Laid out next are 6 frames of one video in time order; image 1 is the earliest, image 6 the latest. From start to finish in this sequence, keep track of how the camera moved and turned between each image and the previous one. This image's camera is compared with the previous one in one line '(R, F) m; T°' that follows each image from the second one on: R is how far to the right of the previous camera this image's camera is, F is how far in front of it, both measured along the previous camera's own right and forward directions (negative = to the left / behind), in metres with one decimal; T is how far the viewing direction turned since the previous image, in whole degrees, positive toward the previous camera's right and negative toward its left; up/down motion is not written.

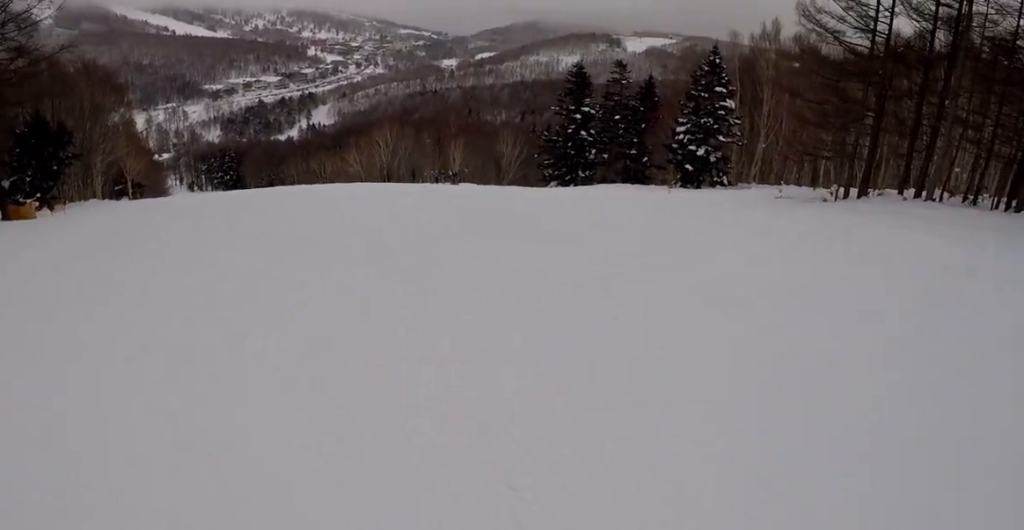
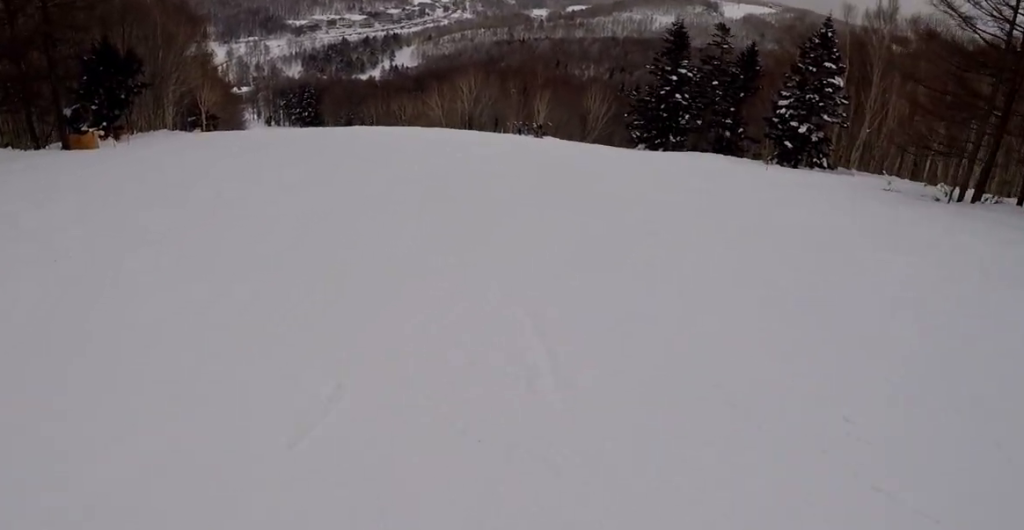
(-0.5, +2.0) m; -2°
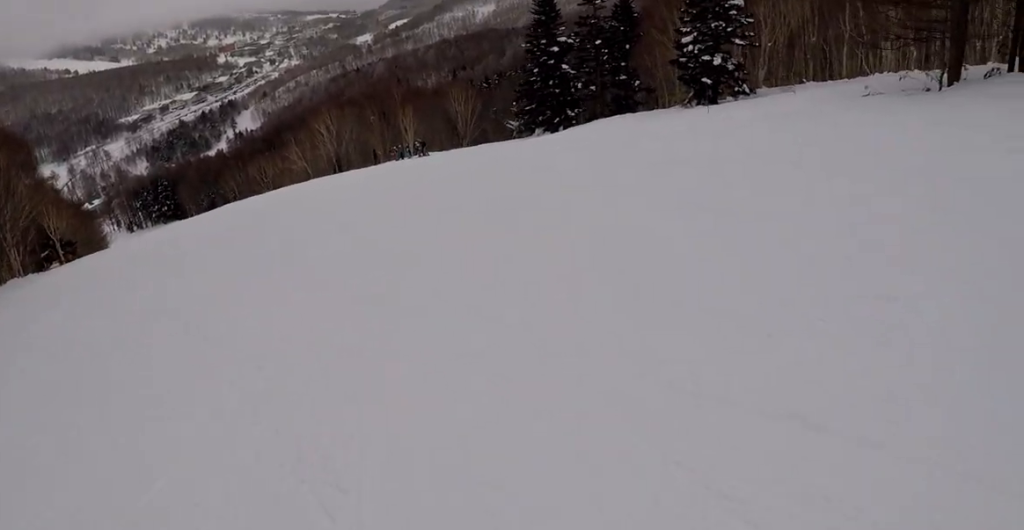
(+1.1, +7.0) m; +31°
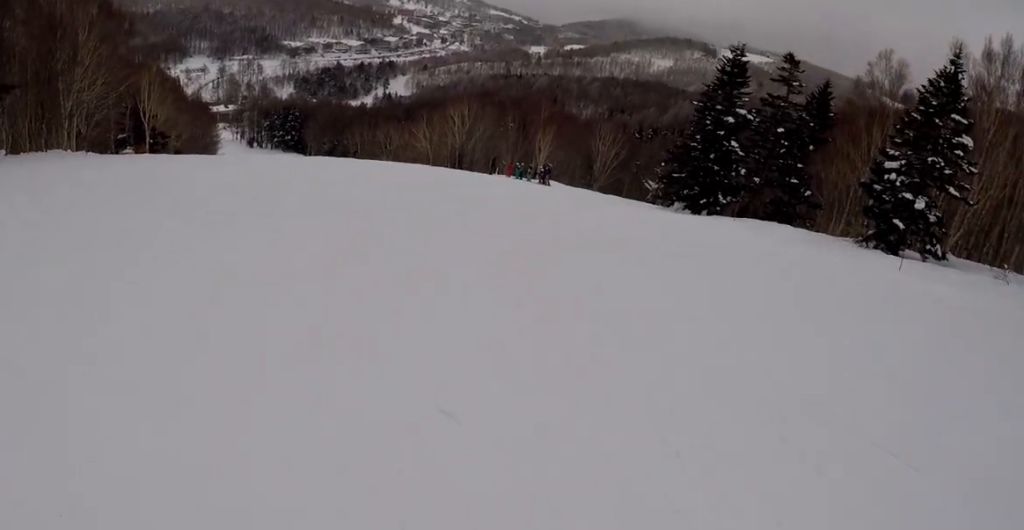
(+0.9, +7.9) m; -22°
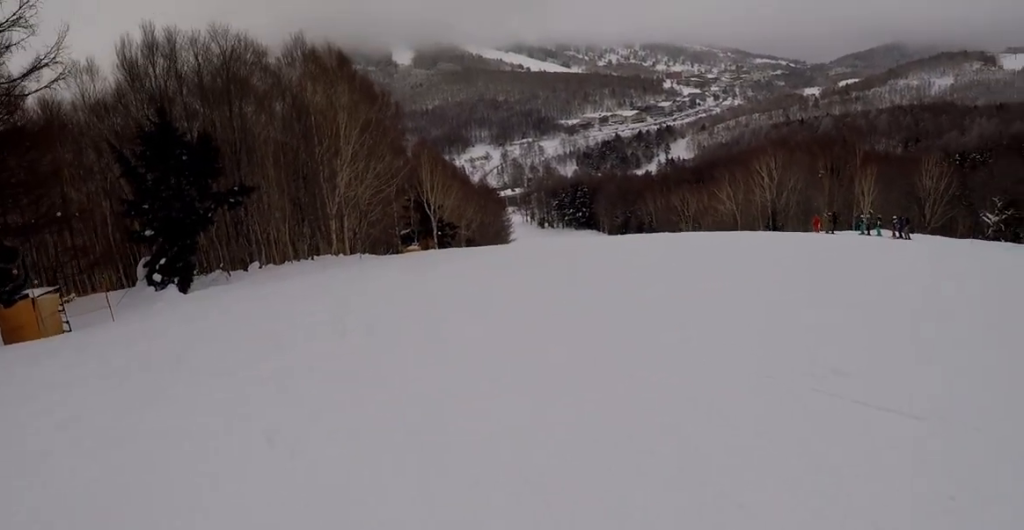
(-1.9, +8.6) m; -13°
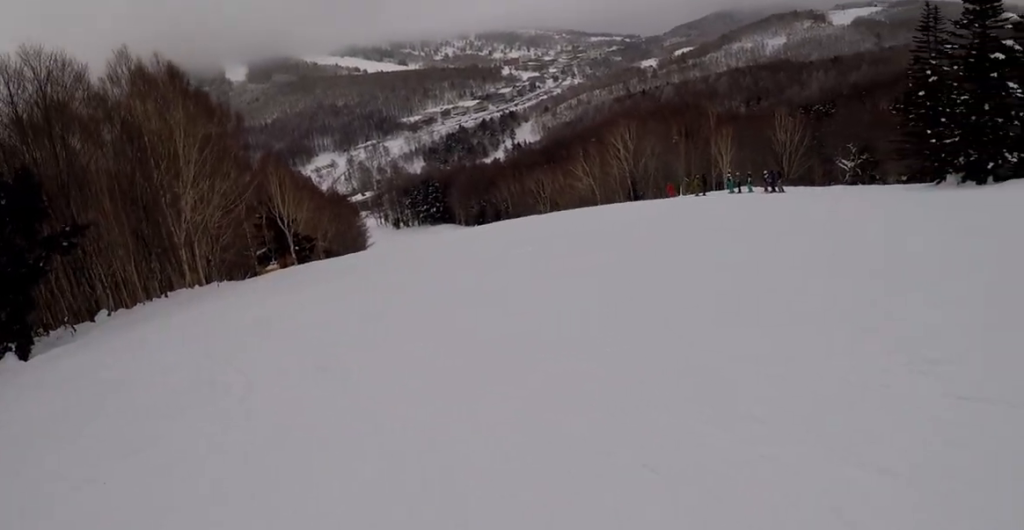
(-0.3, +2.3) m; +4°
